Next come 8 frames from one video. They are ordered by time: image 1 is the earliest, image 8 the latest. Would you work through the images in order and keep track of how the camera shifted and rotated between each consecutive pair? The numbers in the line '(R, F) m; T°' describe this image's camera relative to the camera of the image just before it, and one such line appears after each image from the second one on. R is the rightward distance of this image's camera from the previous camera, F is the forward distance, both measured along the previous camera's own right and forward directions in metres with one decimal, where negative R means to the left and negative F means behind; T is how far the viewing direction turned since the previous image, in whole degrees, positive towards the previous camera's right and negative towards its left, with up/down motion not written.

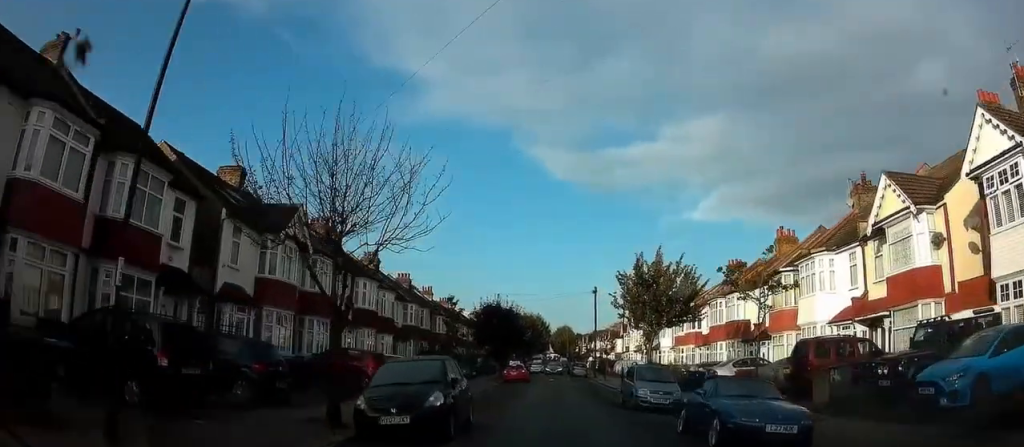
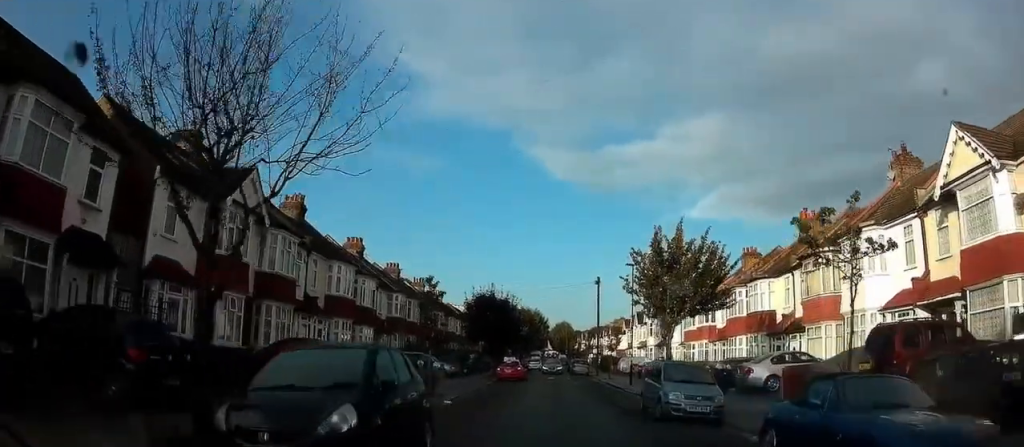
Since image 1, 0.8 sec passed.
(-0.1, +4.5) m; -1°
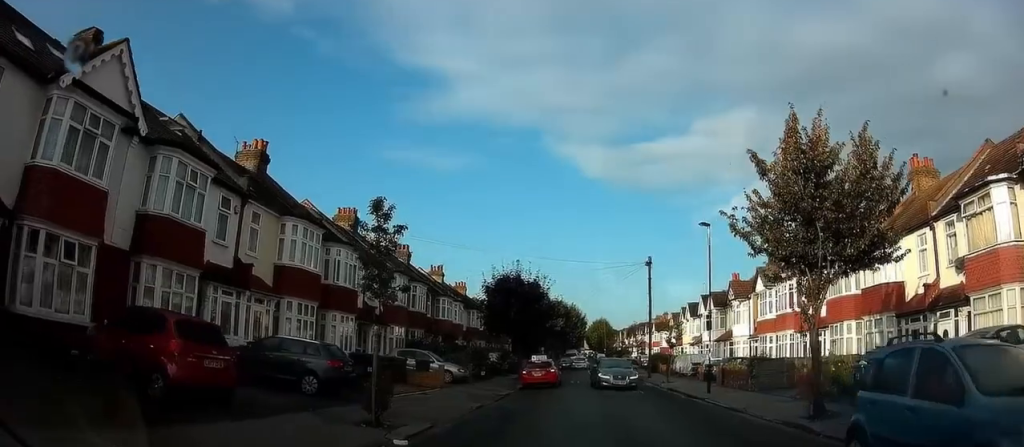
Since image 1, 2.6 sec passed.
(-0.1, +10.1) m; -2°
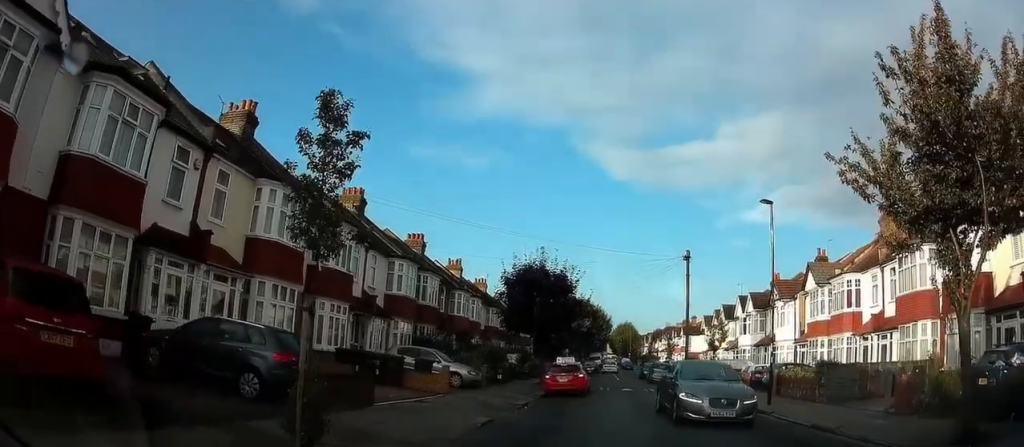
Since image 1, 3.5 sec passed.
(-0.1, +4.7) m; -3°
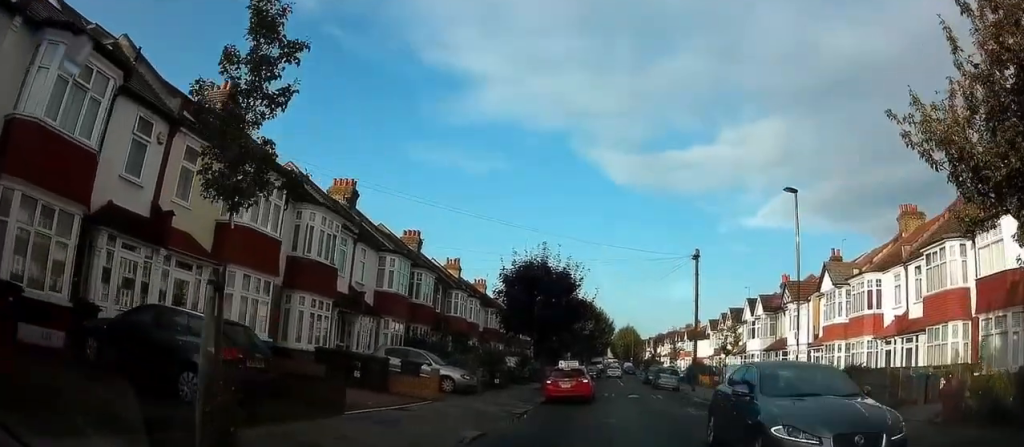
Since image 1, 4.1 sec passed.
(0.0, +2.3) m; -3°
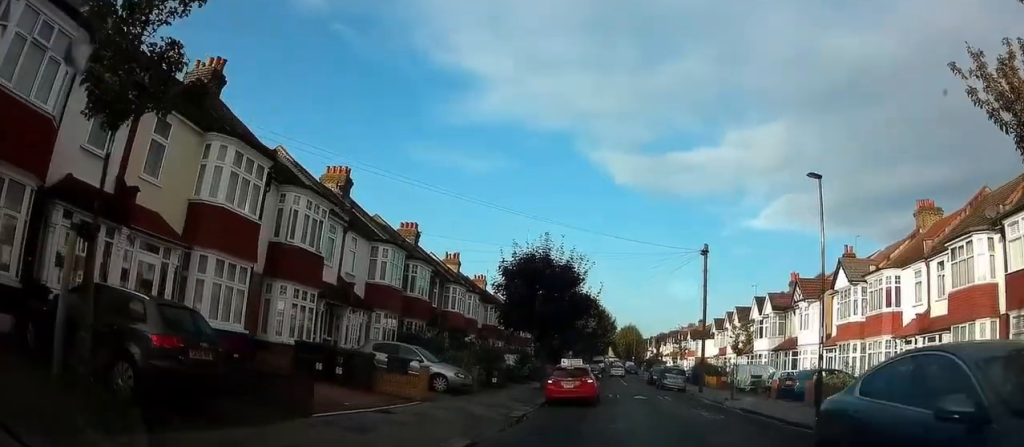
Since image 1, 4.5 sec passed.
(-0.1, +1.8) m; +1°
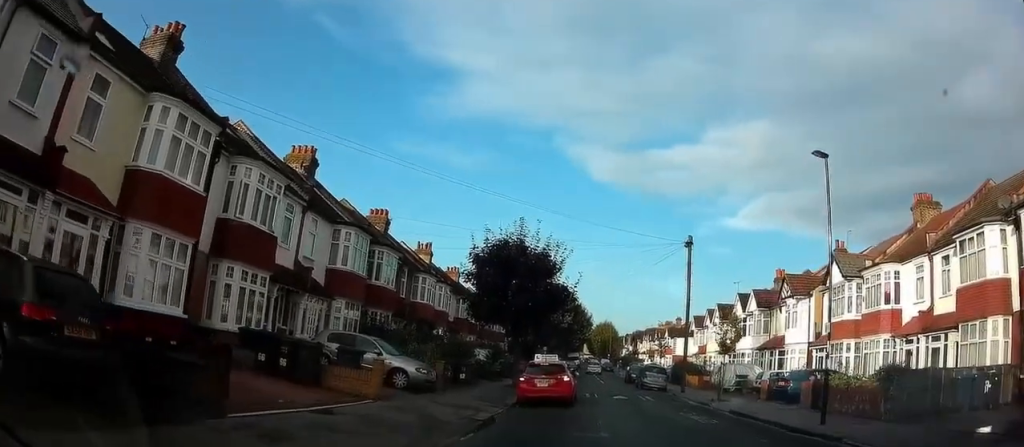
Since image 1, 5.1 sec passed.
(-0.2, +2.1) m; +3°
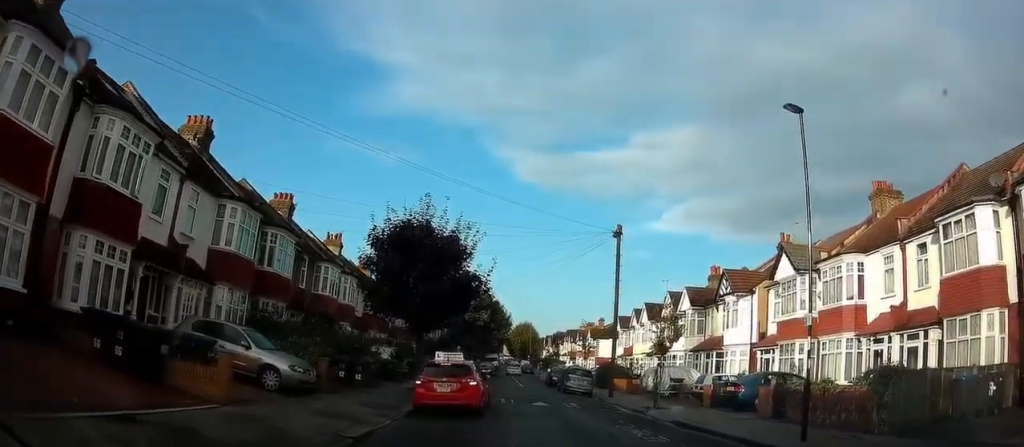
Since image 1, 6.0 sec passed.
(+0.4, +3.4) m; +8°
